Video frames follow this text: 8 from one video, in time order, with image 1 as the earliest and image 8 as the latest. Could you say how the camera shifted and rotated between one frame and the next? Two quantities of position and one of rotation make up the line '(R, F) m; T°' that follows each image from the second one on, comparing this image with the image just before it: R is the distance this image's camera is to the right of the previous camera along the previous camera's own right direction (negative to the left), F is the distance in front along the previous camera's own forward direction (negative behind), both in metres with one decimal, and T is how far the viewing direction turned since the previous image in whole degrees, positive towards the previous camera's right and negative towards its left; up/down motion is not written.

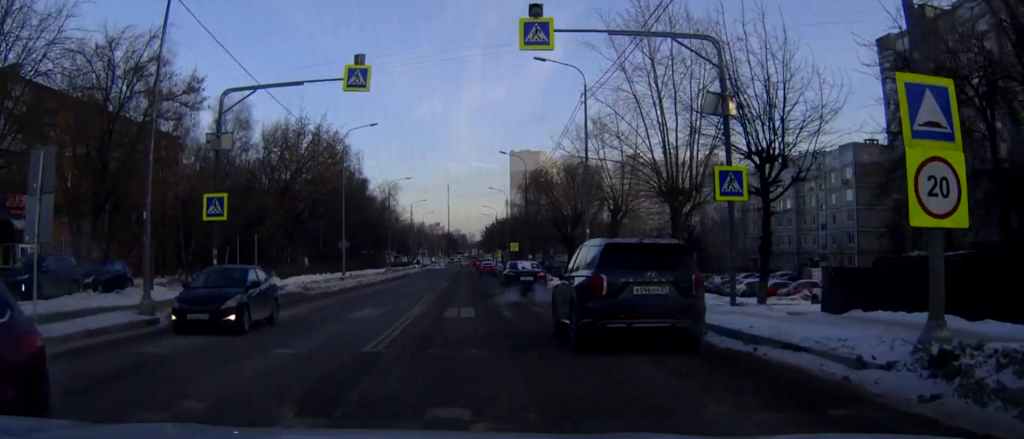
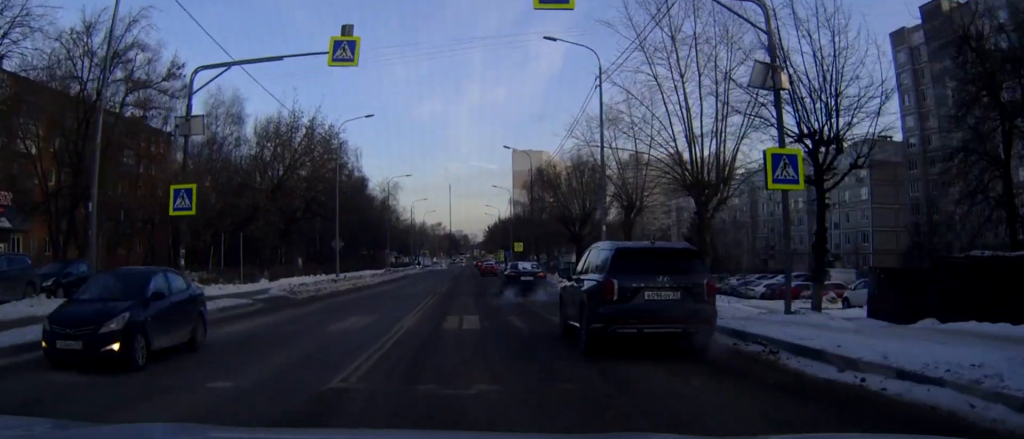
(0.0, +3.4) m; 0°
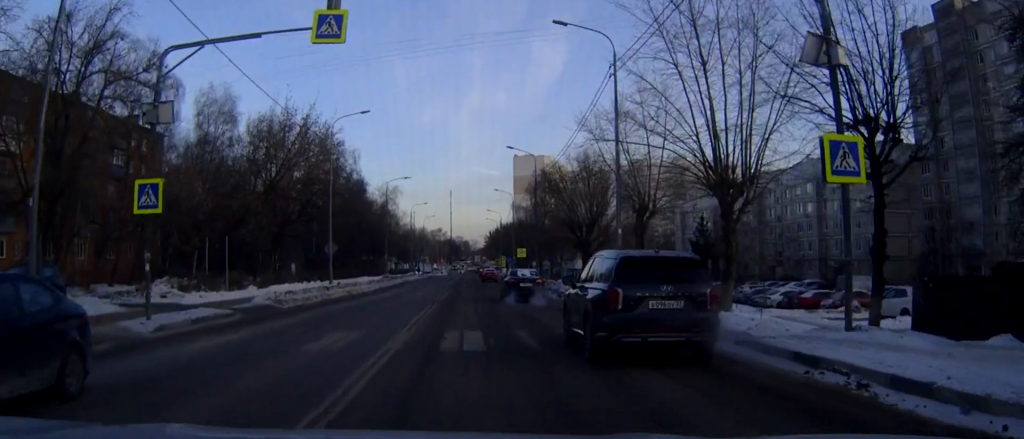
(0.0, +2.8) m; 0°
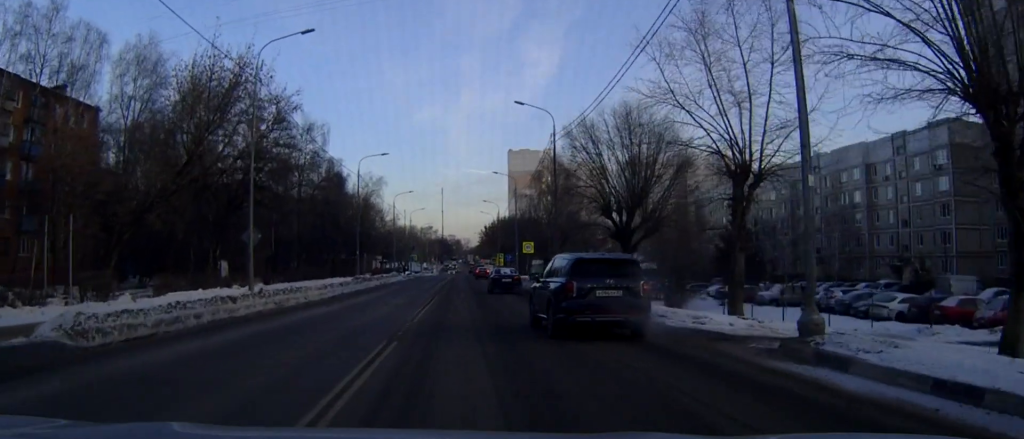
(+0.1, +16.3) m; 0°
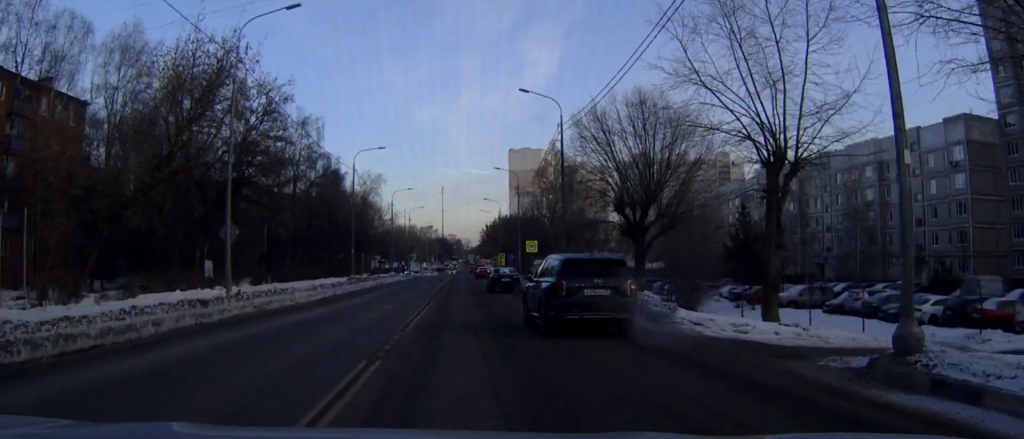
(-0.1, +3.0) m; -1°
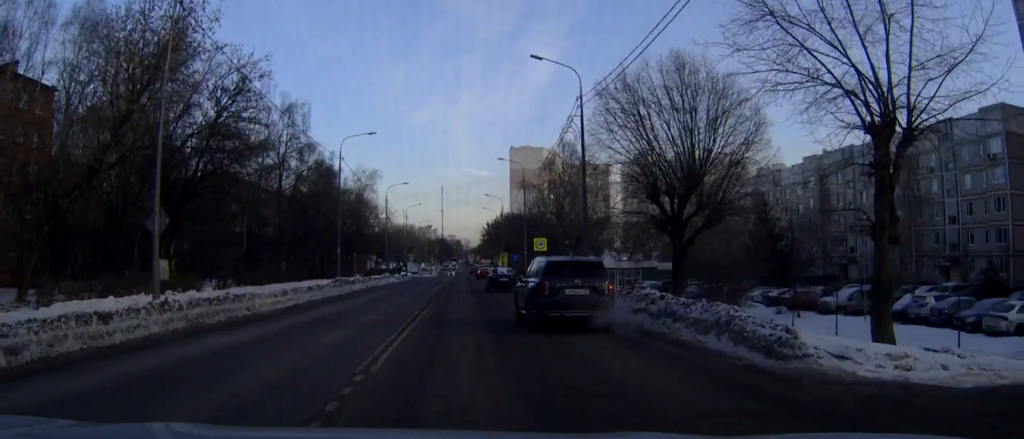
(-0.1, +6.7) m; -1°
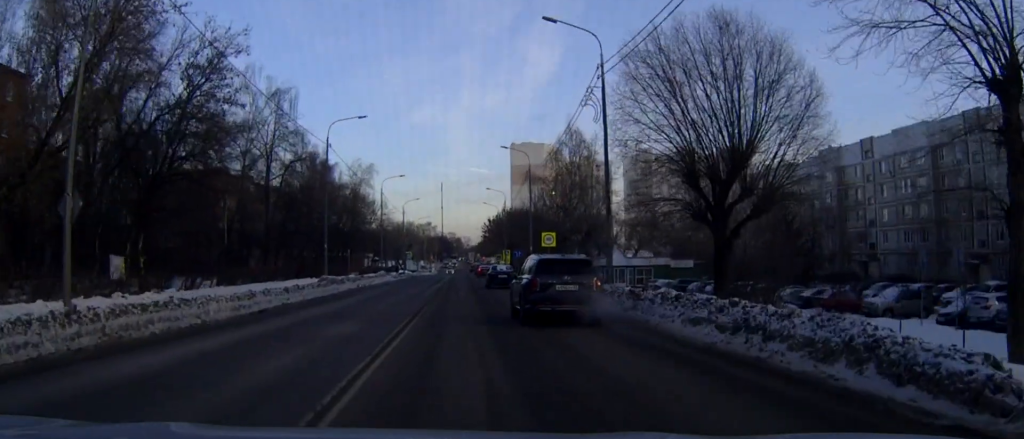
(0.0, +5.1) m; 0°
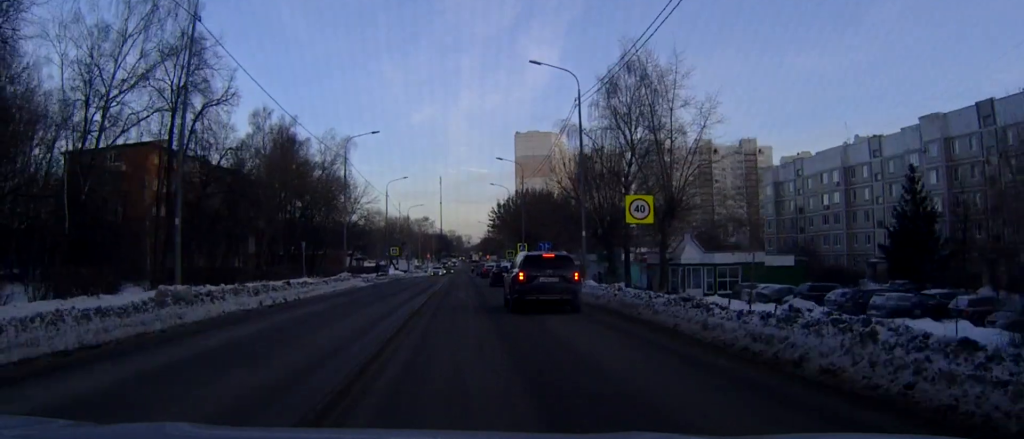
(0.0, +24.9) m; 0°
